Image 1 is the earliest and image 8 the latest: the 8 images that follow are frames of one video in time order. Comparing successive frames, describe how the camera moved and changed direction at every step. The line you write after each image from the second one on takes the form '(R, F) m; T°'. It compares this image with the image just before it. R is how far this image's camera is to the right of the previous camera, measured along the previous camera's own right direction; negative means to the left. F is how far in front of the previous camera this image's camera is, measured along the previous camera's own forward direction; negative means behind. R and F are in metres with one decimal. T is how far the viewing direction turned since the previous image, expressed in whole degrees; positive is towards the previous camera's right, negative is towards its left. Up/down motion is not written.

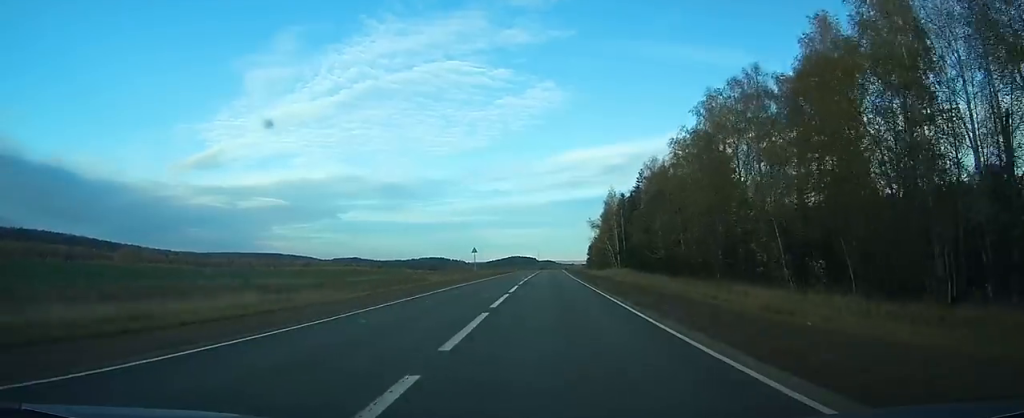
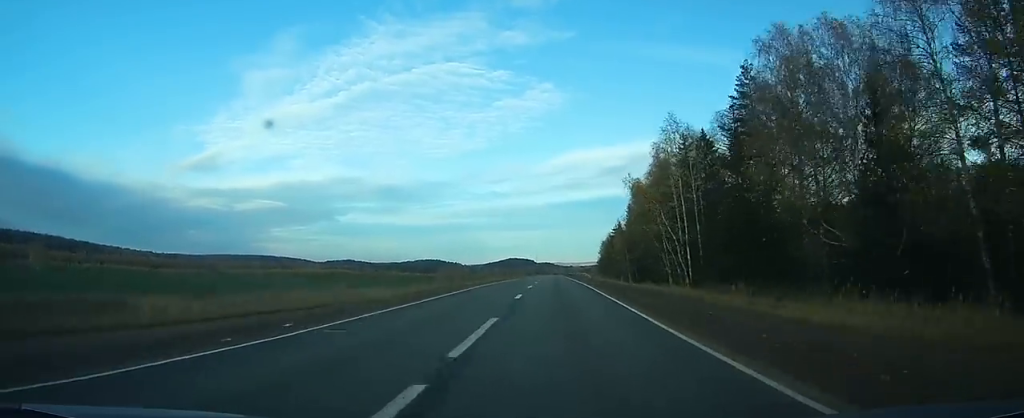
(-0.2, +77.4) m; 0°
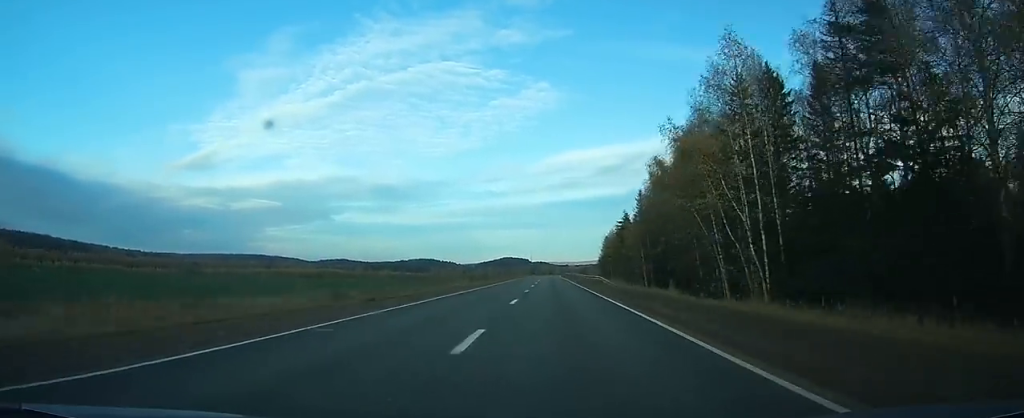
(-0.1, +29.5) m; 0°
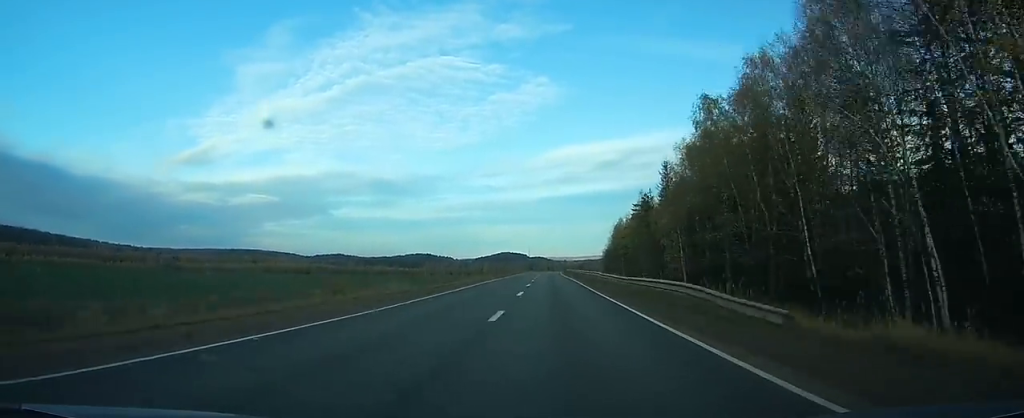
(+0.2, +34.1) m; 0°
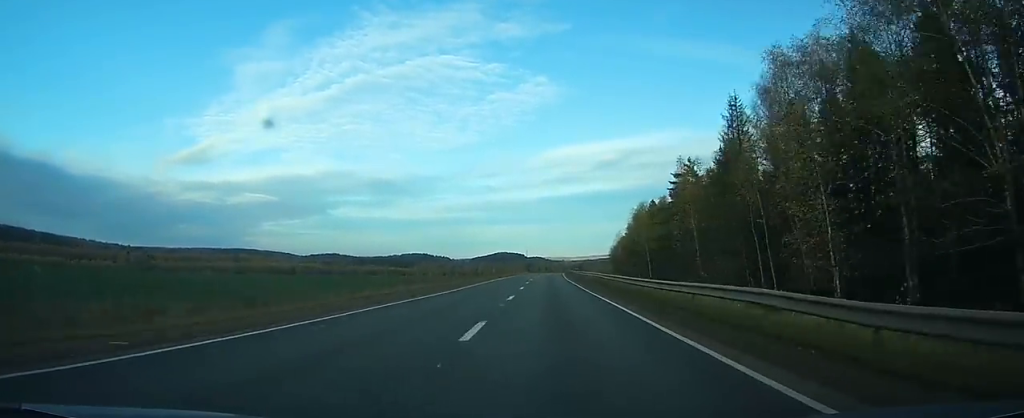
(+0.1, +41.7) m; 0°
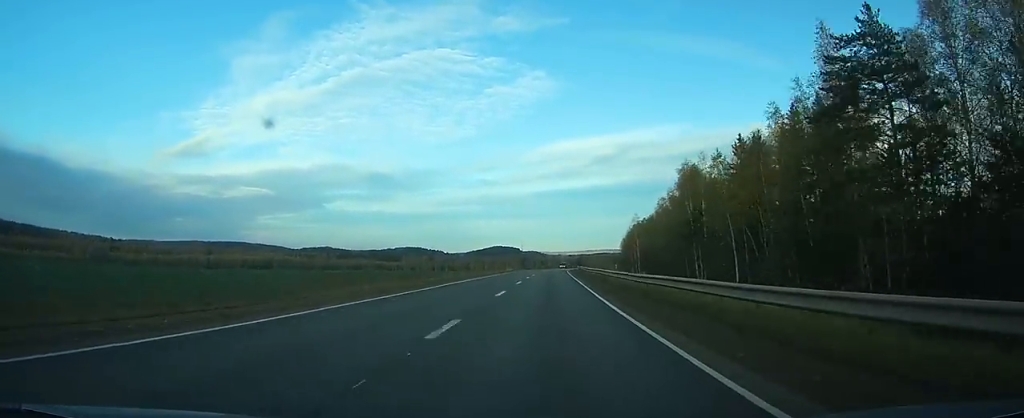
(+0.1, +48.3) m; 0°
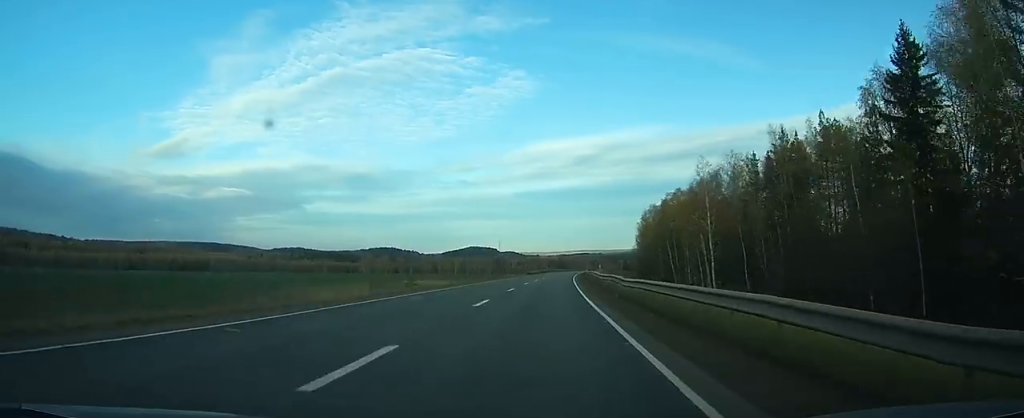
(+0.8, +80.8) m; +2°
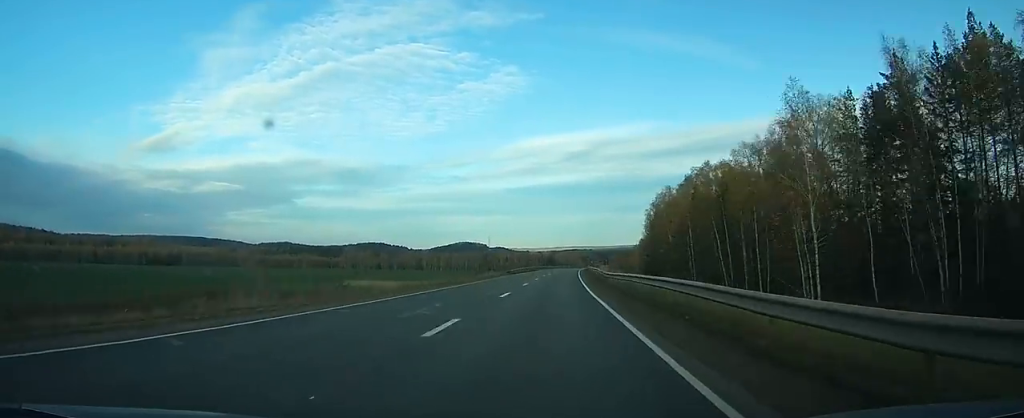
(+0.1, +29.5) m; +1°
